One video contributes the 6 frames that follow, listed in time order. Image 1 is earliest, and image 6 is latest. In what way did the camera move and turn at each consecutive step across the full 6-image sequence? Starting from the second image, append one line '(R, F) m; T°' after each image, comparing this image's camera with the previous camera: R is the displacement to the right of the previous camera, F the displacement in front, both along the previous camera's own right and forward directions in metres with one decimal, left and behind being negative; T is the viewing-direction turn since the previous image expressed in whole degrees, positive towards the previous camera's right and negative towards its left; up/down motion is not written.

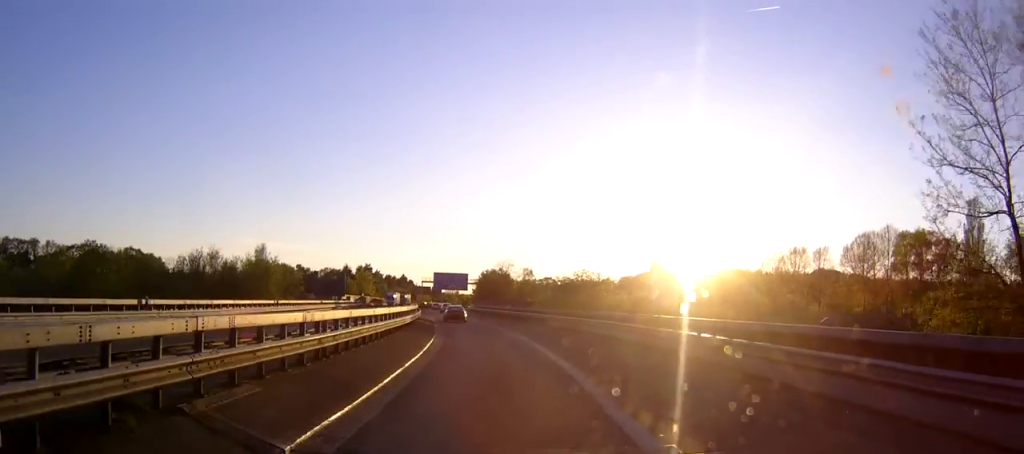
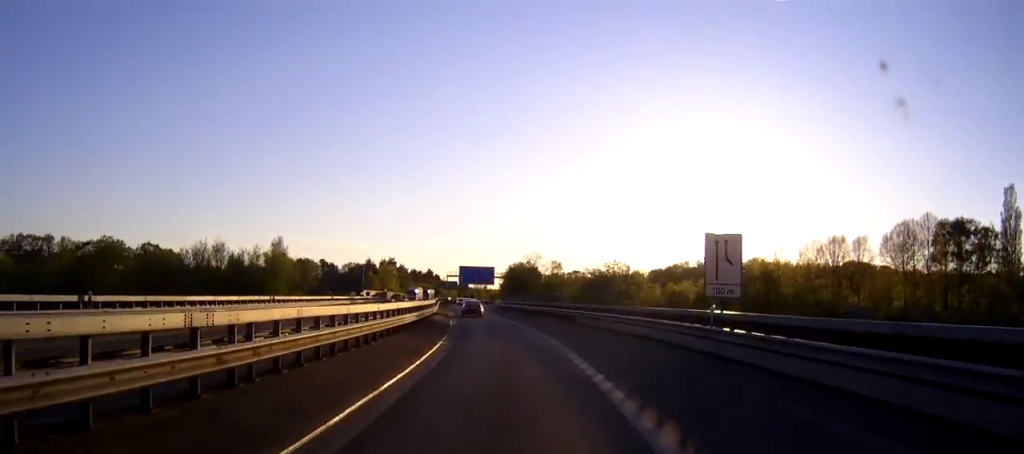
(-0.2, +5.8) m; -2°
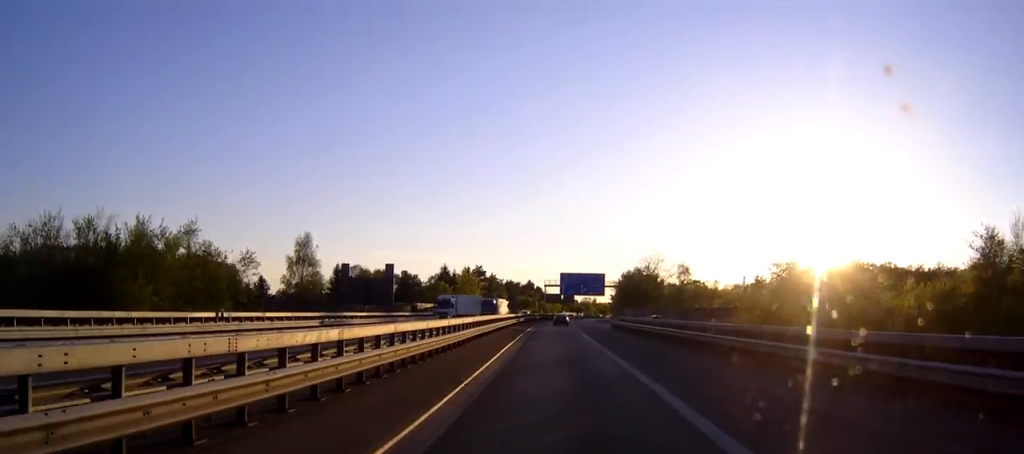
(-2.8, +42.6) m; -6°
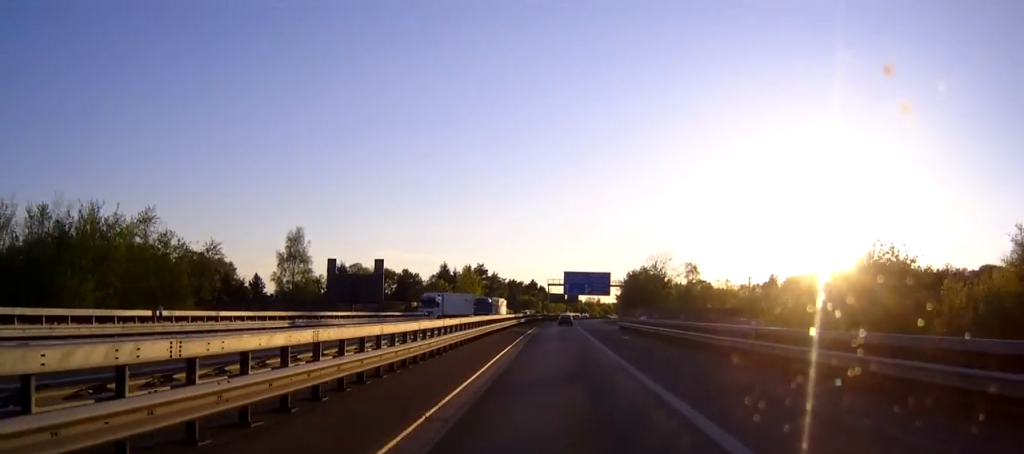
(0.0, +5.3) m; -1°
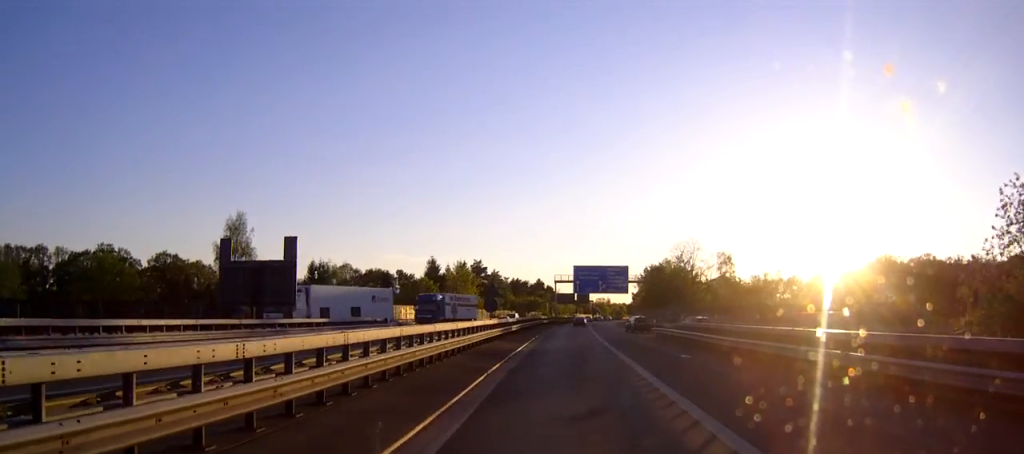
(-0.3, +22.5) m; -1°
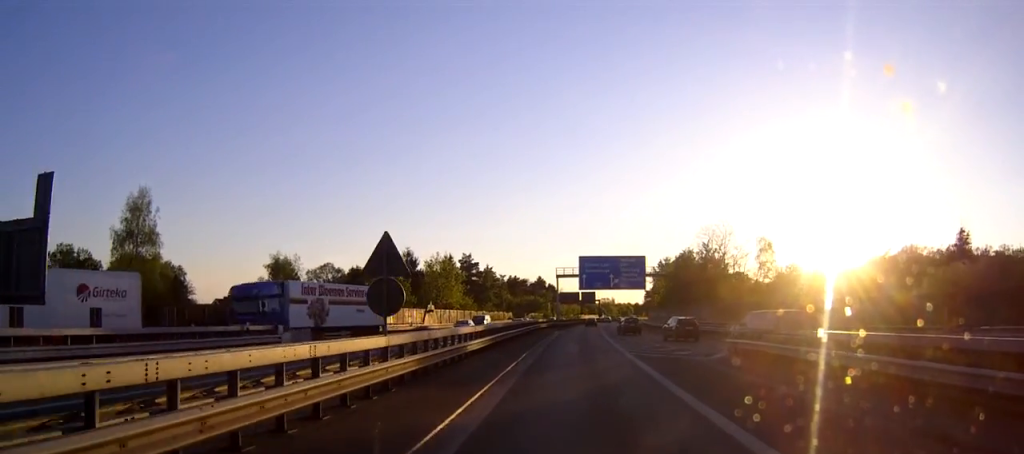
(0.0, +22.0) m; 0°
